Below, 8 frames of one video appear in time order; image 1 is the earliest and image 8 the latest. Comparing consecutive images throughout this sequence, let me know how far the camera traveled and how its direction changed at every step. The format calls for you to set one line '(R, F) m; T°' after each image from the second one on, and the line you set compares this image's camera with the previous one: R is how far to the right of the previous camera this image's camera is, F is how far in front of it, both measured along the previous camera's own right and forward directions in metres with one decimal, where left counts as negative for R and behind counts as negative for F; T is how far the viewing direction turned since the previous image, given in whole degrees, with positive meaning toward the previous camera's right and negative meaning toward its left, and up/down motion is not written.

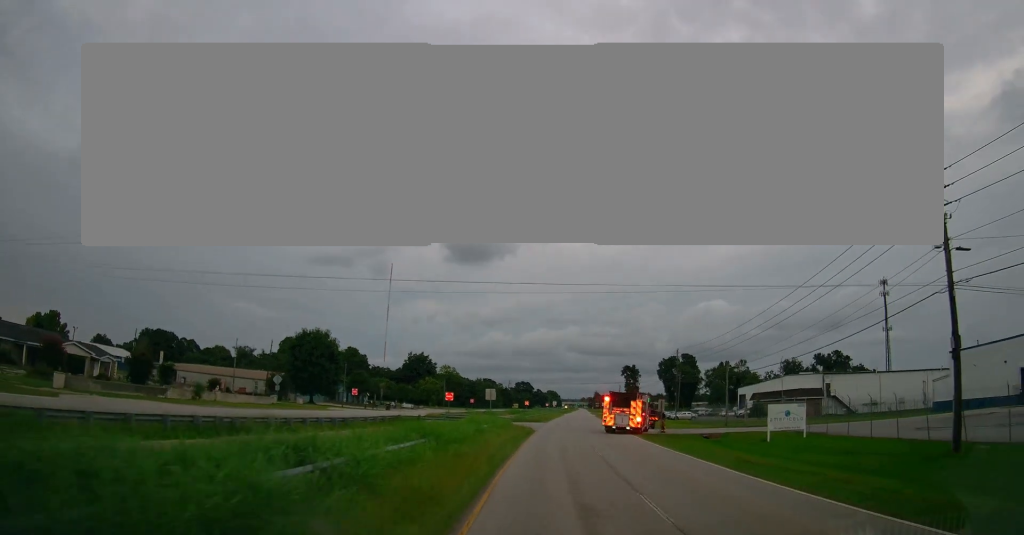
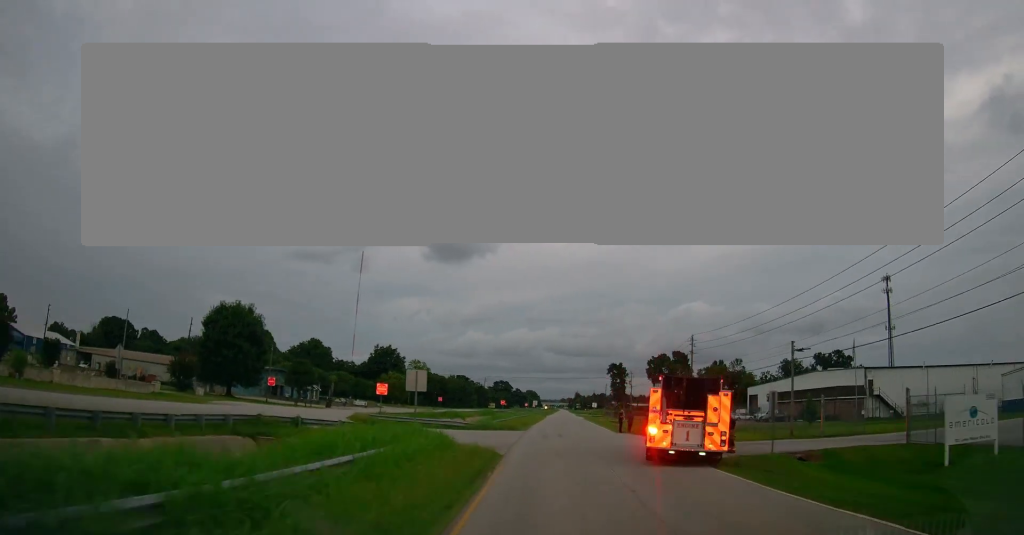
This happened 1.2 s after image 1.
(+0.4, +20.0) m; +1°
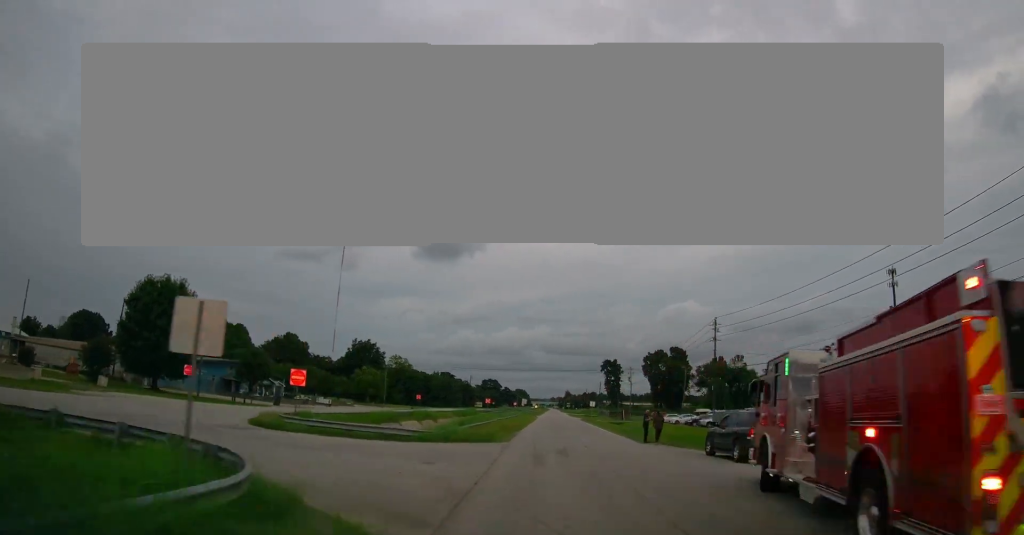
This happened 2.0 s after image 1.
(0.0, +13.0) m; +2°
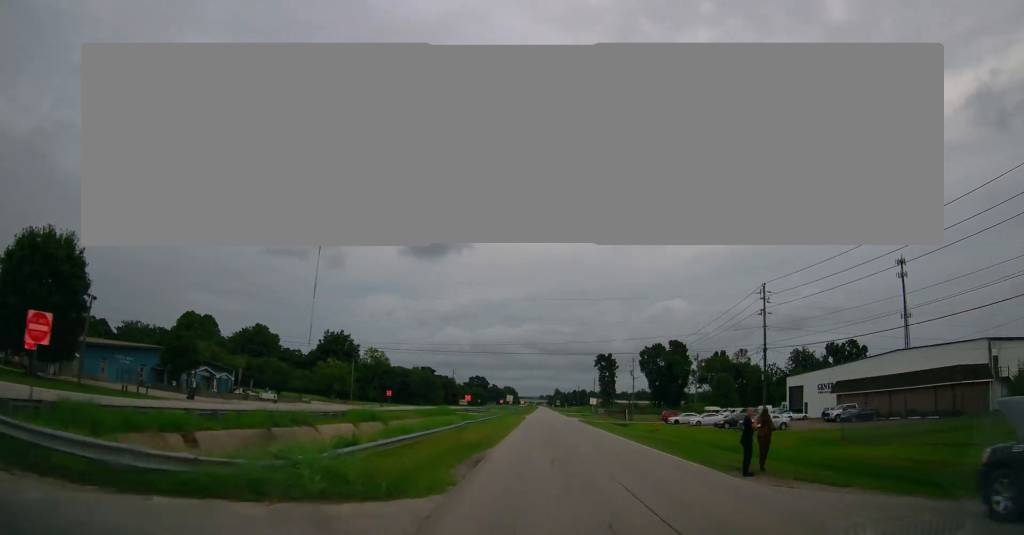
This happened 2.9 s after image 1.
(+0.4, +15.4) m; +2°
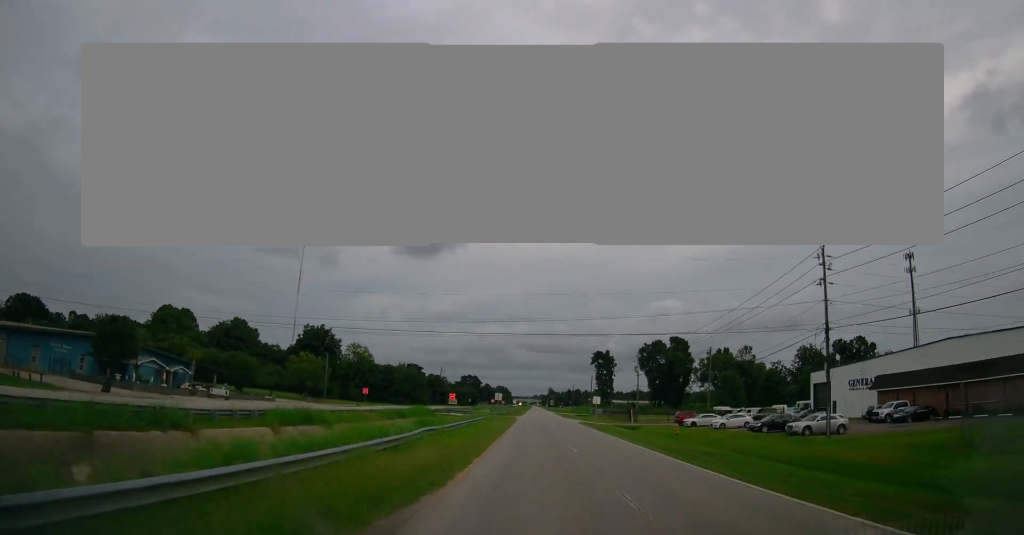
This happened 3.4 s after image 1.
(+0.1, +10.5) m; +1°
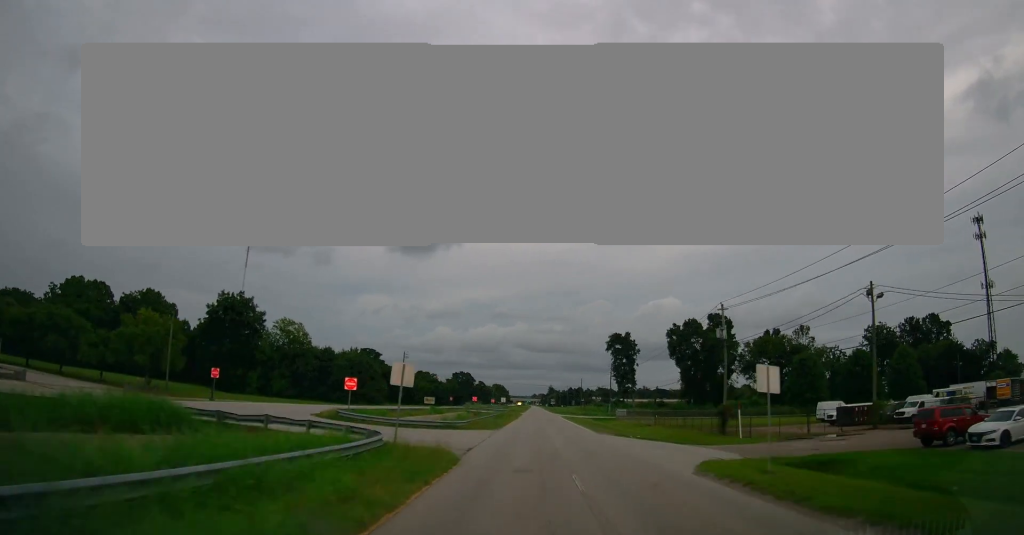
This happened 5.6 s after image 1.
(+0.5, +44.7) m; +1°
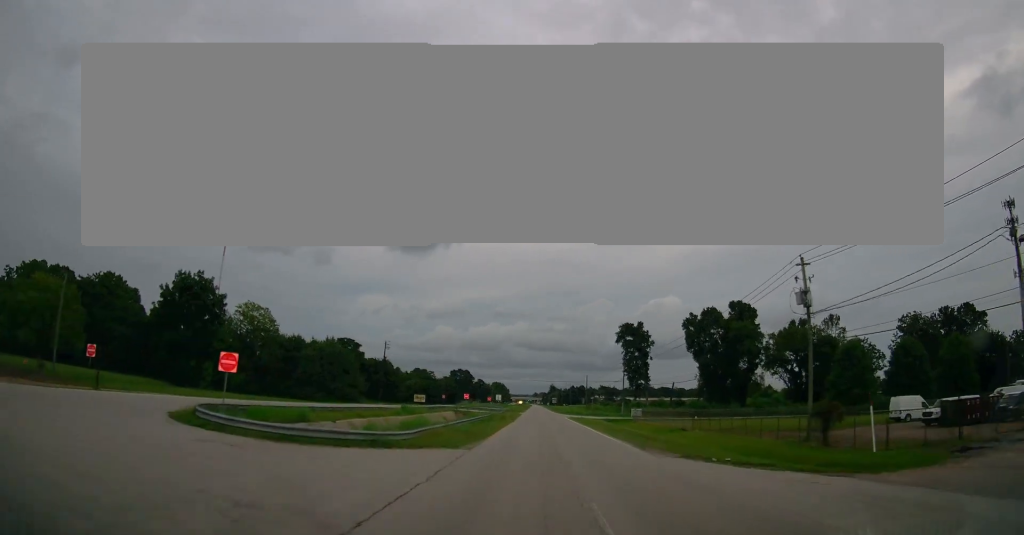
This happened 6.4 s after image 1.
(0.0, +16.2) m; 0°
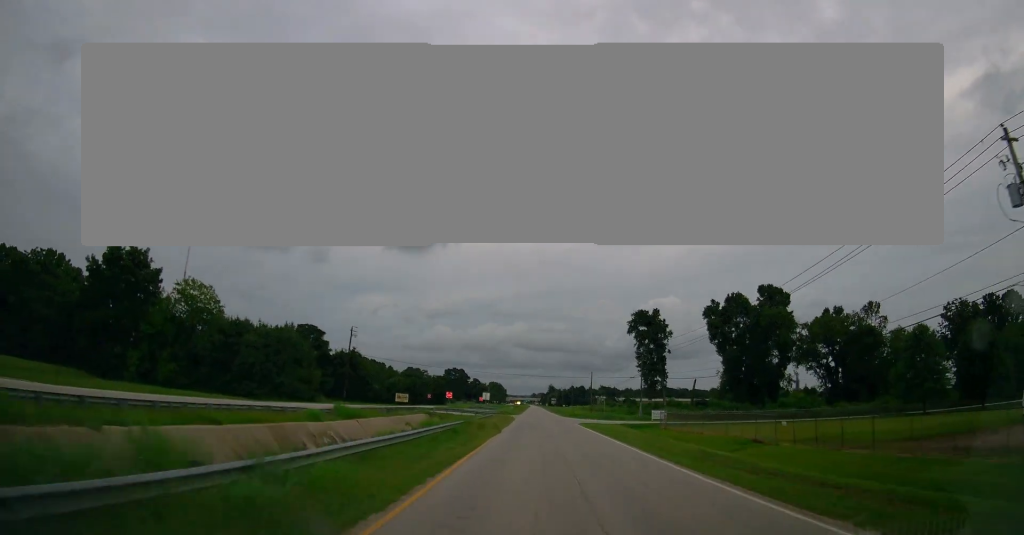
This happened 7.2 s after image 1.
(0.0, +19.1) m; -1°
